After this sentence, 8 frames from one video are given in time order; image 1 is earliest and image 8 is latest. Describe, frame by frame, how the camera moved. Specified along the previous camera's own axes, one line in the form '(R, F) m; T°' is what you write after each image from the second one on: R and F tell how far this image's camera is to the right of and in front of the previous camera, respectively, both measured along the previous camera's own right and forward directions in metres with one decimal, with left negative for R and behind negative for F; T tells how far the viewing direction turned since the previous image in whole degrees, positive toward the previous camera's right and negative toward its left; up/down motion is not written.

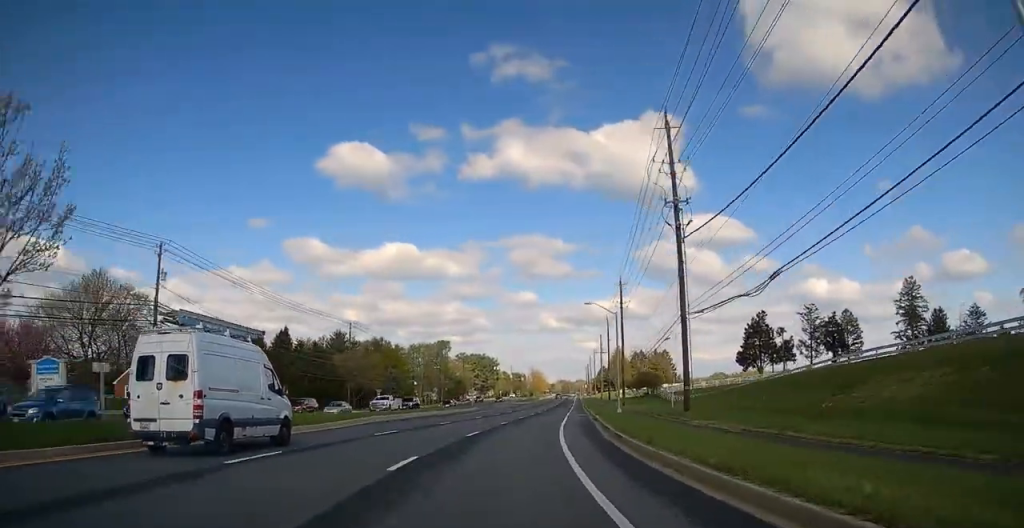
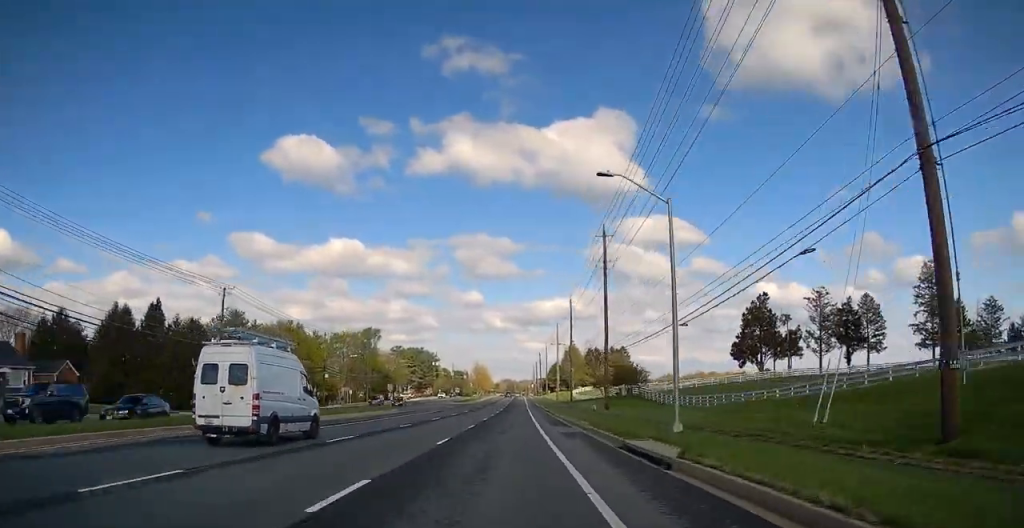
(+1.5, +28.7) m; +6°
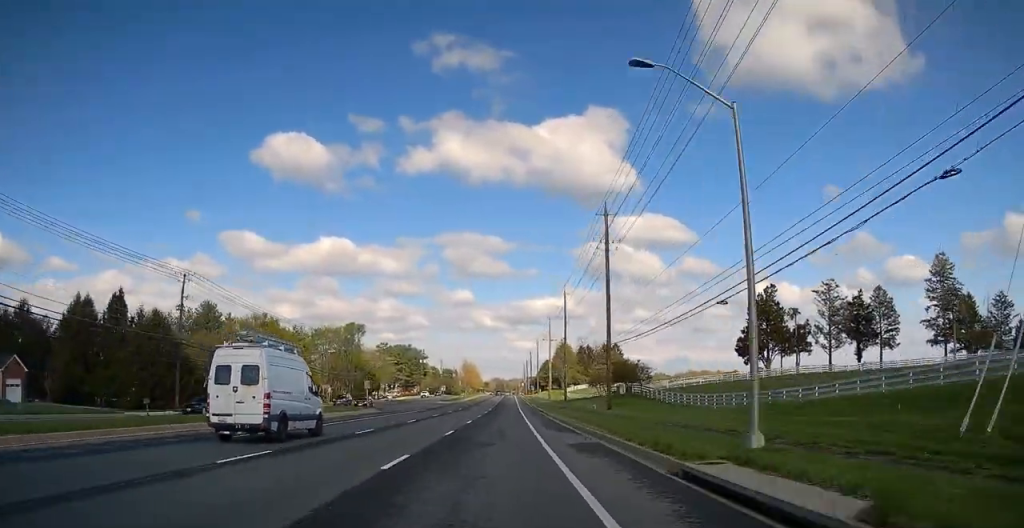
(+0.1, +8.0) m; 0°
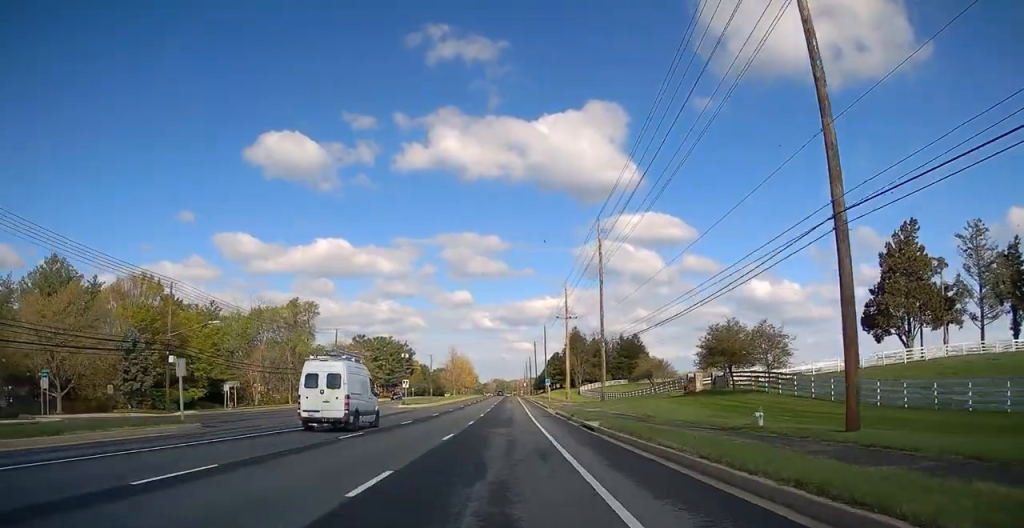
(+0.2, +40.3) m; 0°
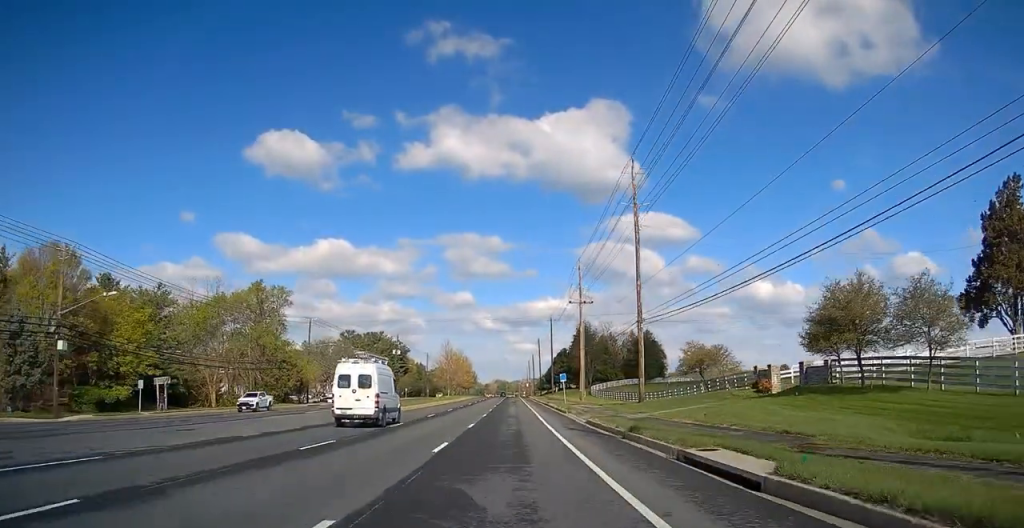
(-0.1, +16.4) m; 0°
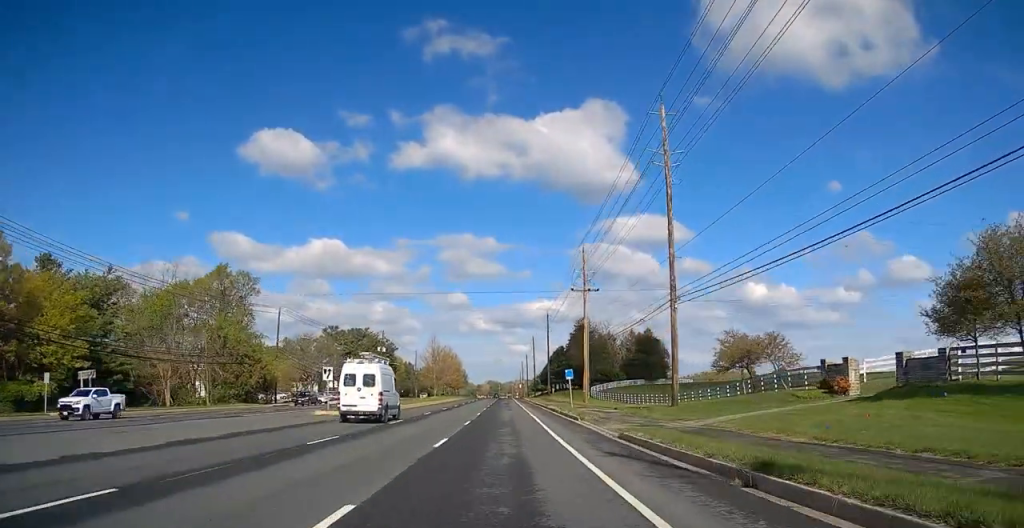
(0.0, +10.9) m; 0°
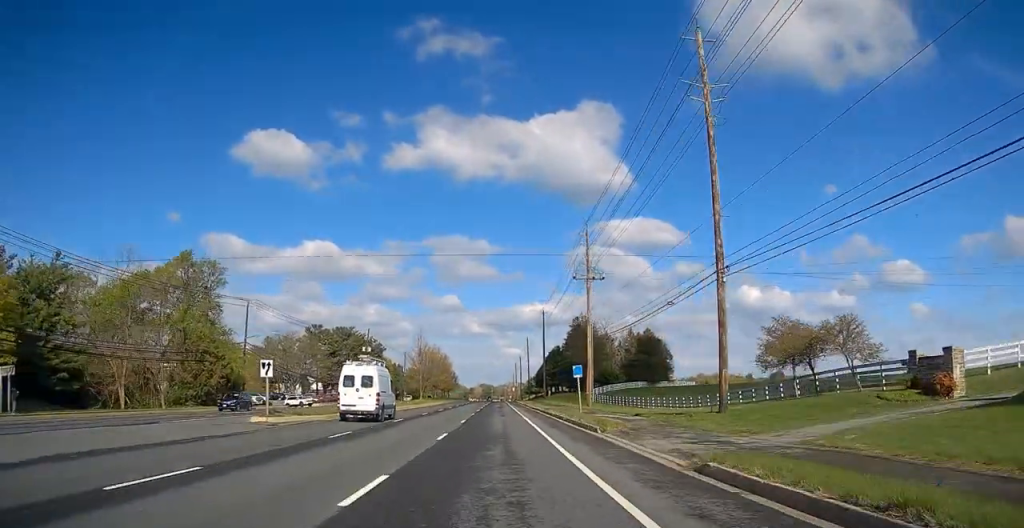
(+0.1, +9.3) m; 0°
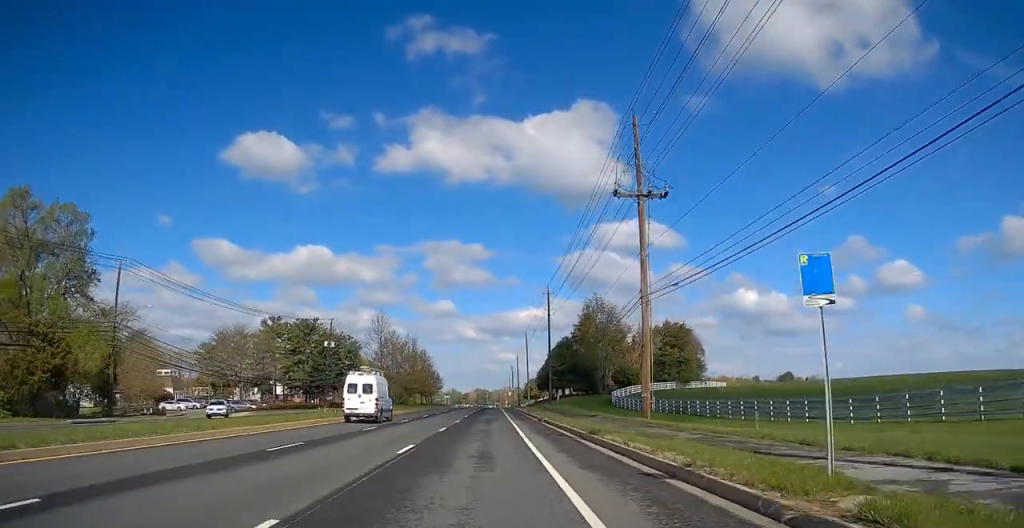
(+0.2, +28.6) m; 0°
